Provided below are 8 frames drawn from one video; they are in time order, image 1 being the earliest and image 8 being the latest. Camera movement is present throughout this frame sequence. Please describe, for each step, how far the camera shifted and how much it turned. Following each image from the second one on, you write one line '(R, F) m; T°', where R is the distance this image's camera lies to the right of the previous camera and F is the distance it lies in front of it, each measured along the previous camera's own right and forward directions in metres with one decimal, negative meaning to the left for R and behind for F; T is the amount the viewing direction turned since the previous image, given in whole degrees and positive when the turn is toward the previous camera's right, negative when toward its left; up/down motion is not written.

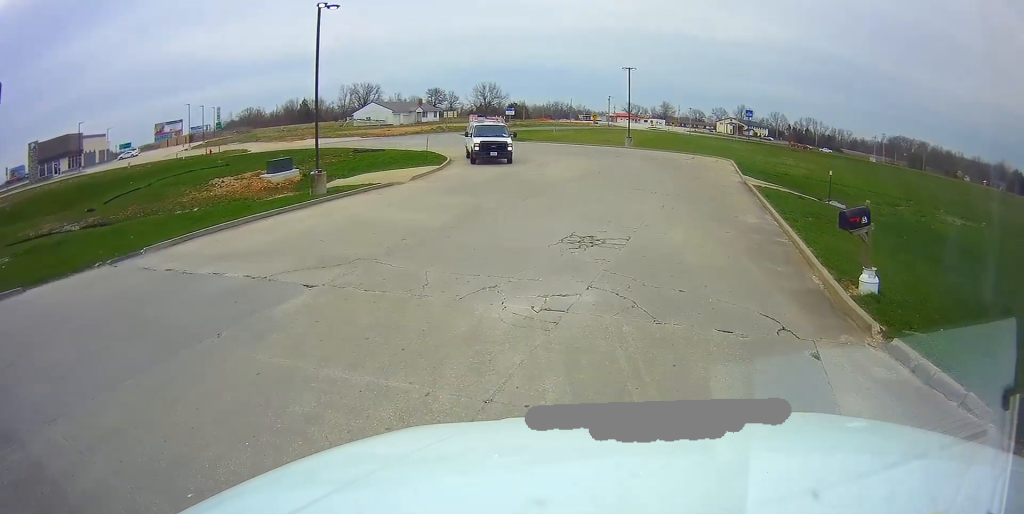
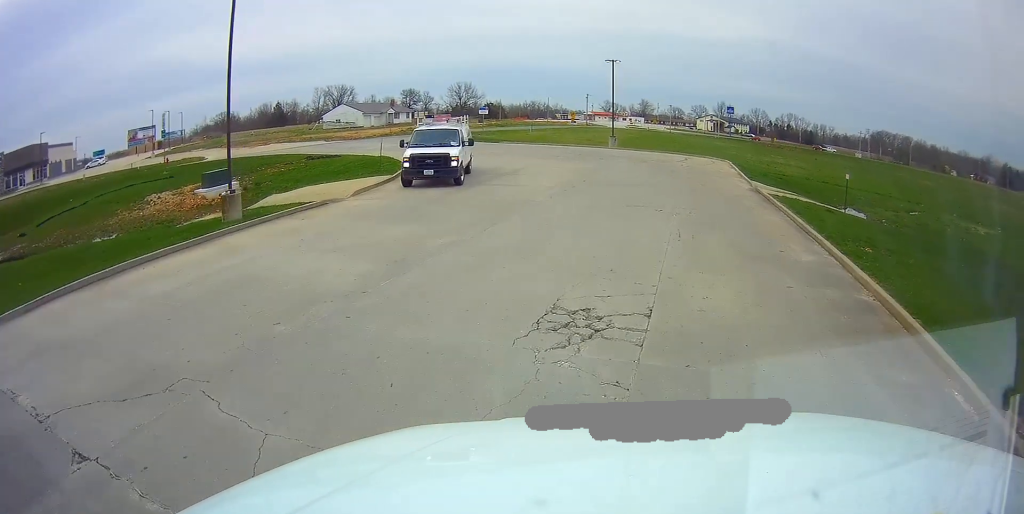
(+0.1, +5.2) m; +1°
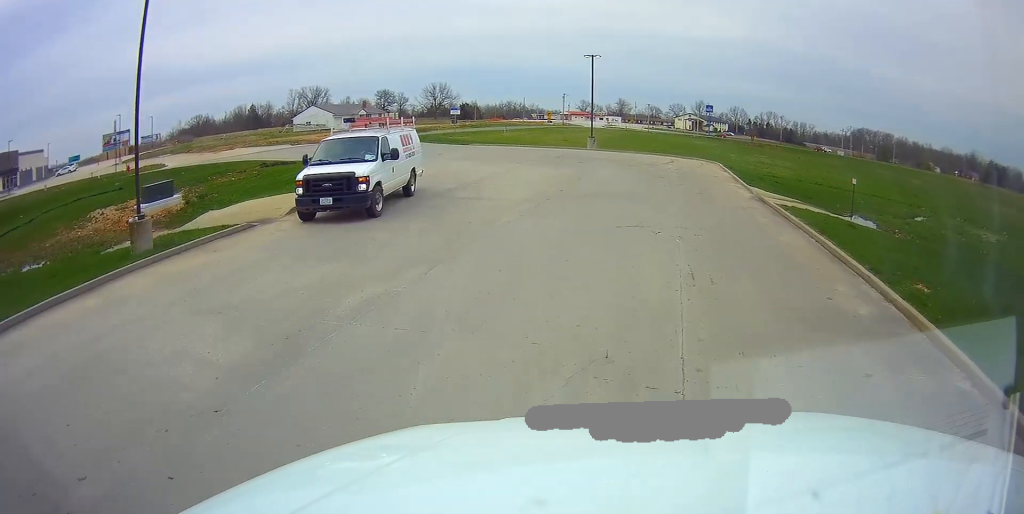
(0.0, +3.6) m; +1°
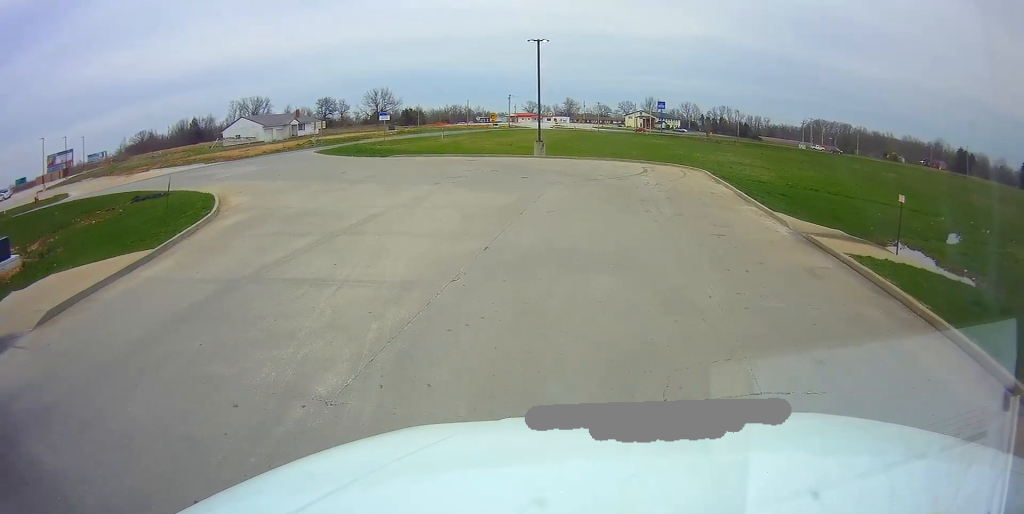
(+0.1, +8.7) m; -2°
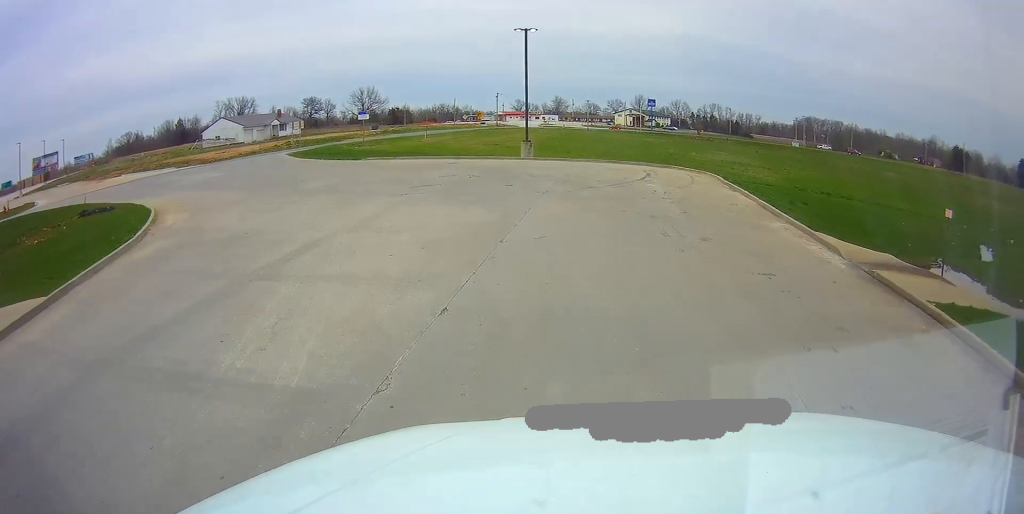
(+0.2, +3.6) m; -3°
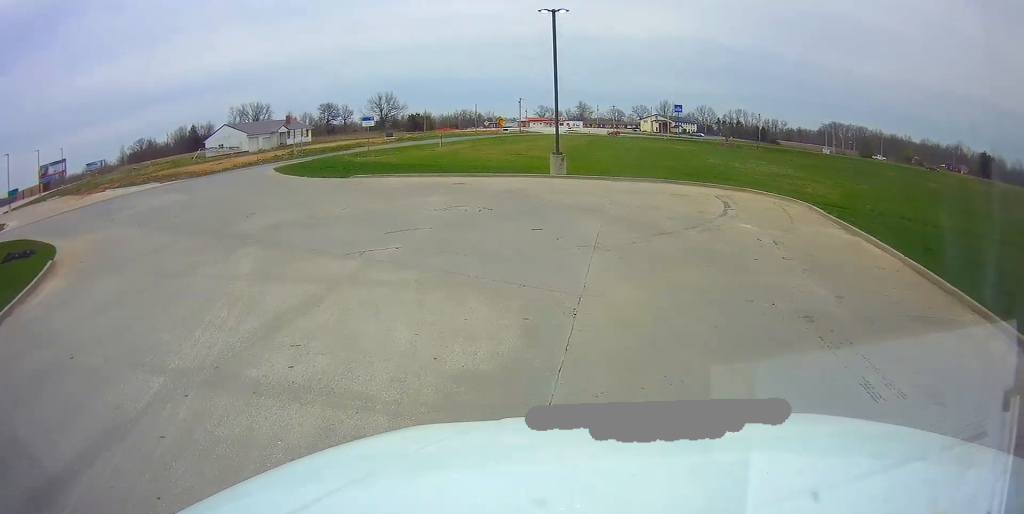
(-0.6, +6.9) m; -11°
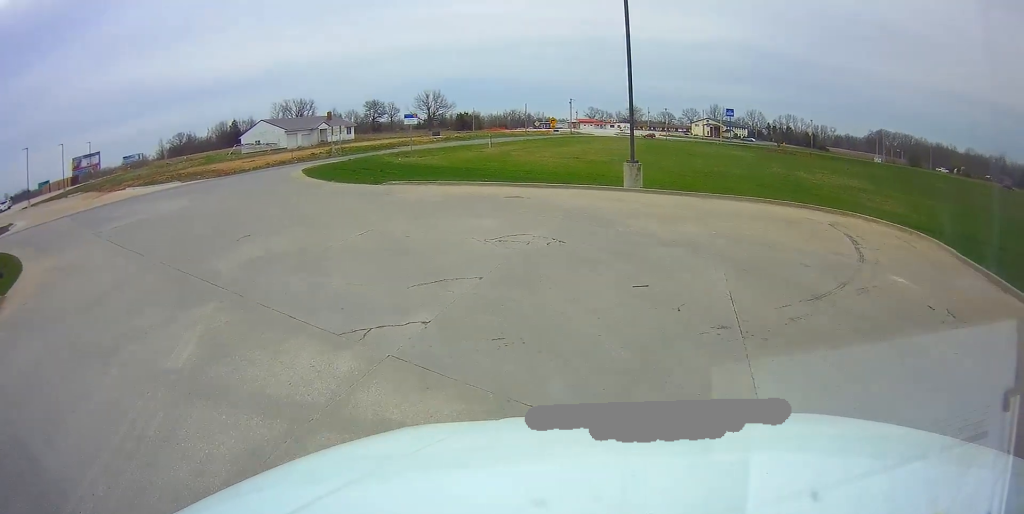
(-0.5, +4.1) m; -9°
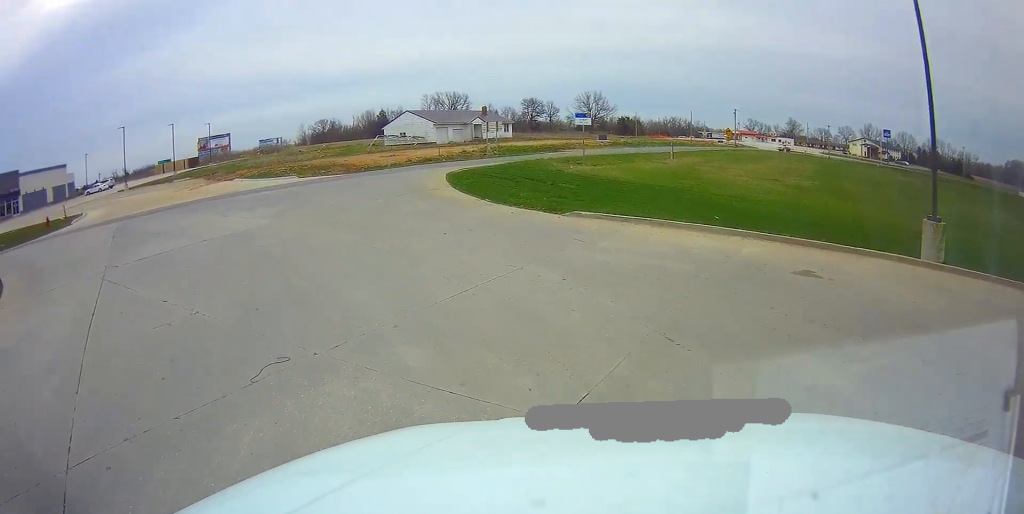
(-1.2, +7.8) m; -19°
